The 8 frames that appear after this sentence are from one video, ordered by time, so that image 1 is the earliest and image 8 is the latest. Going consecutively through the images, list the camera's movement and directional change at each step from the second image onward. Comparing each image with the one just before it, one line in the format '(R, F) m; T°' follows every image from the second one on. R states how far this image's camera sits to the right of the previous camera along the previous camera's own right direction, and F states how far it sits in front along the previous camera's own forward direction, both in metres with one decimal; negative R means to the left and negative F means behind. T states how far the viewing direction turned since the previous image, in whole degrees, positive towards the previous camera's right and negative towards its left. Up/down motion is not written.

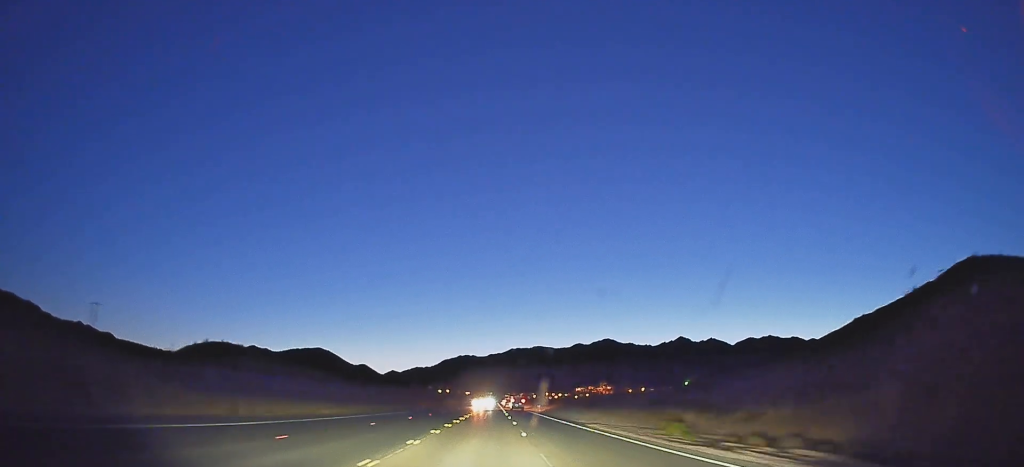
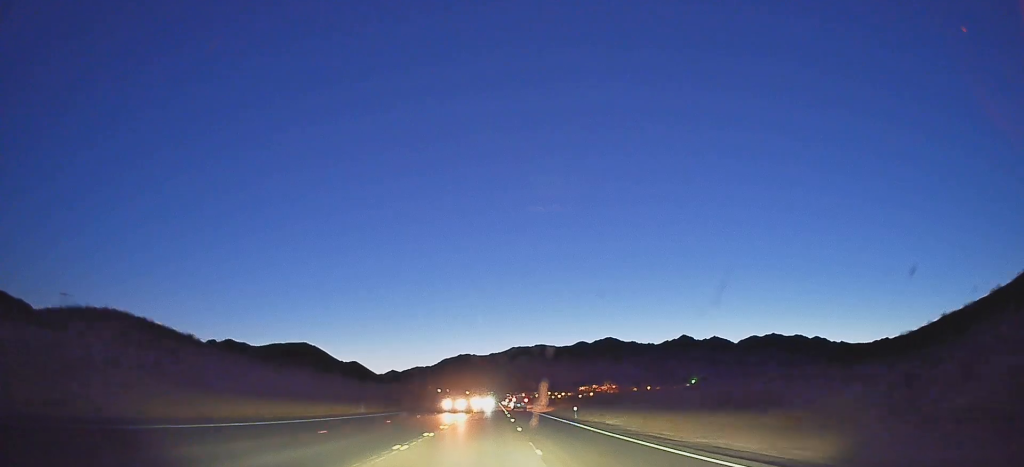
(+0.1, +44.7) m; 0°
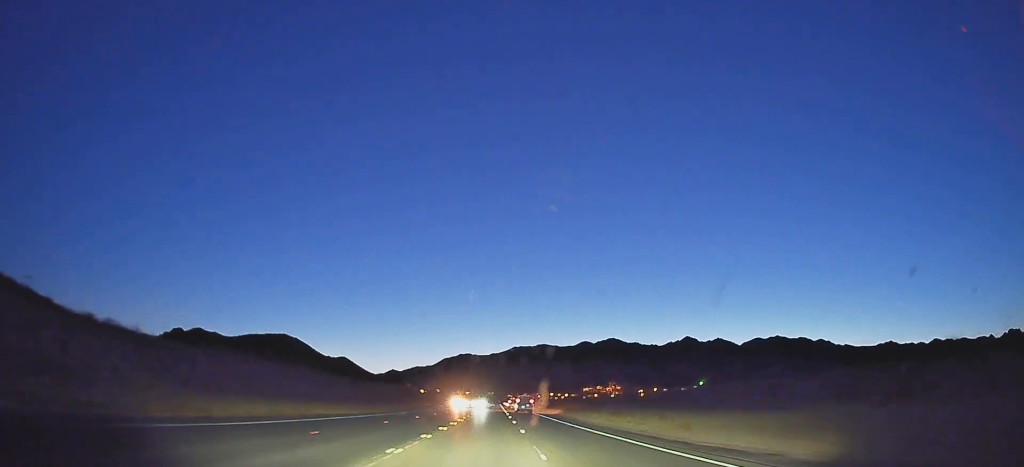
(0.0, +50.0) m; 0°
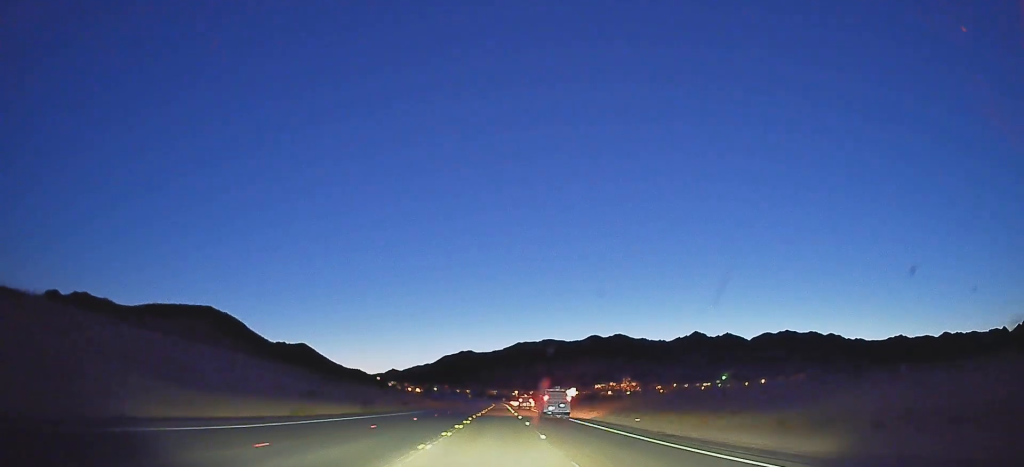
(-0.4, +126.0) m; 0°
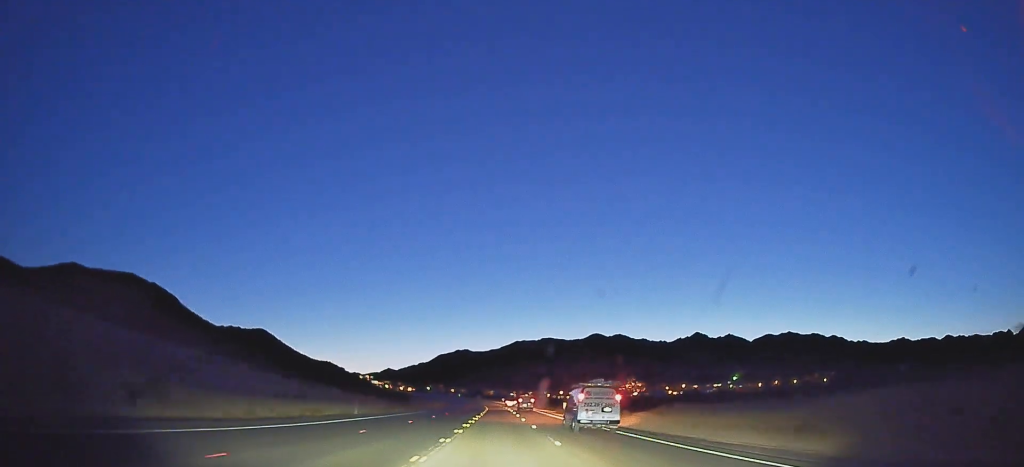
(+0.3, +75.5) m; 0°
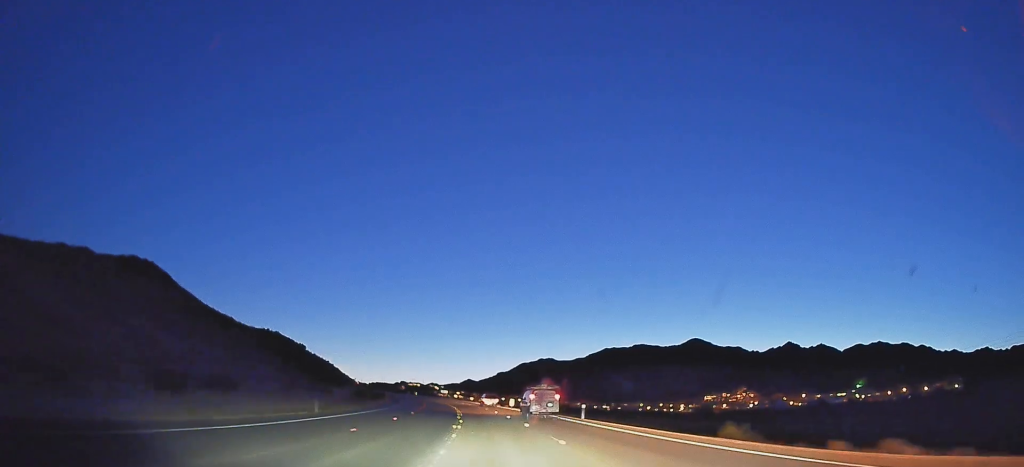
(-12.2, +188.9) m; -11°
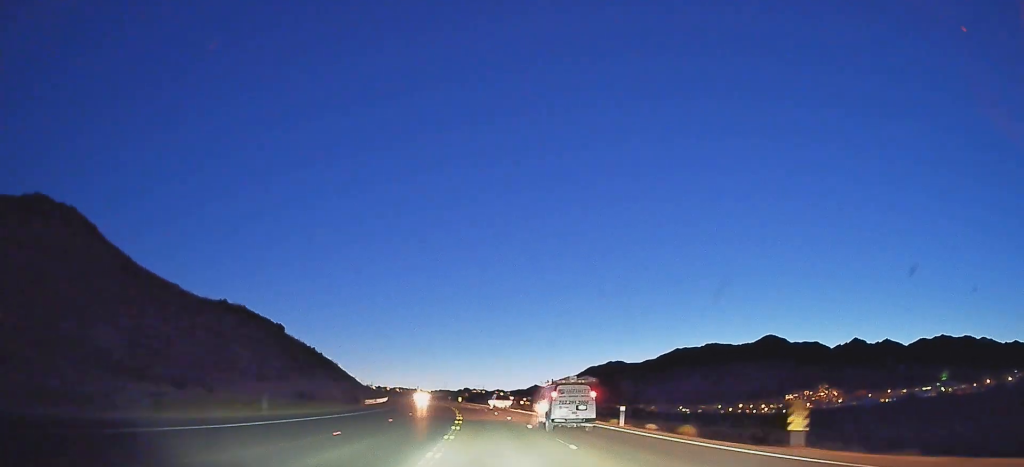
(-4.1, +72.3) m; -7°
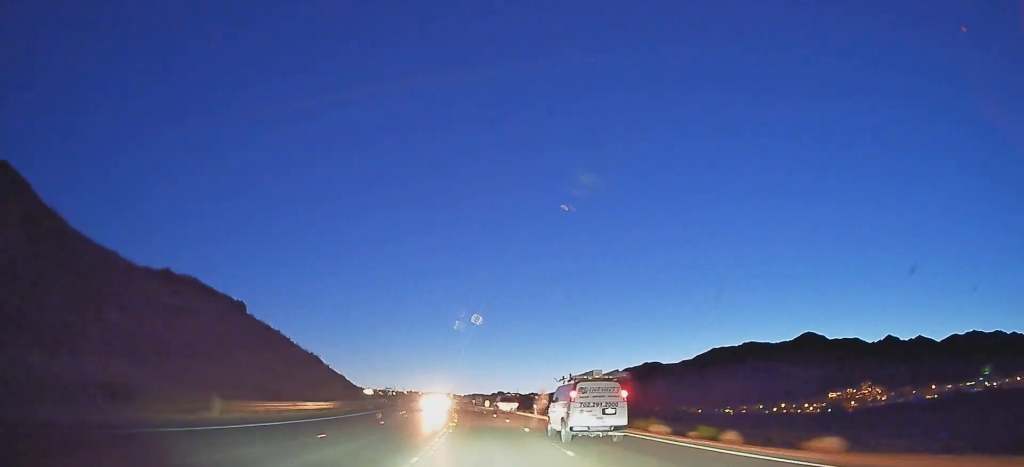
(-1.1, +37.2) m; -4°
